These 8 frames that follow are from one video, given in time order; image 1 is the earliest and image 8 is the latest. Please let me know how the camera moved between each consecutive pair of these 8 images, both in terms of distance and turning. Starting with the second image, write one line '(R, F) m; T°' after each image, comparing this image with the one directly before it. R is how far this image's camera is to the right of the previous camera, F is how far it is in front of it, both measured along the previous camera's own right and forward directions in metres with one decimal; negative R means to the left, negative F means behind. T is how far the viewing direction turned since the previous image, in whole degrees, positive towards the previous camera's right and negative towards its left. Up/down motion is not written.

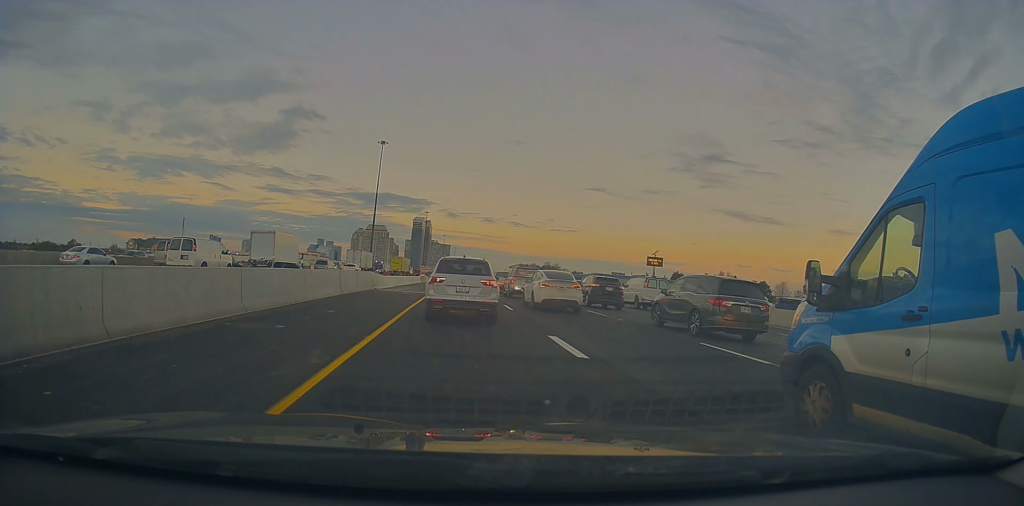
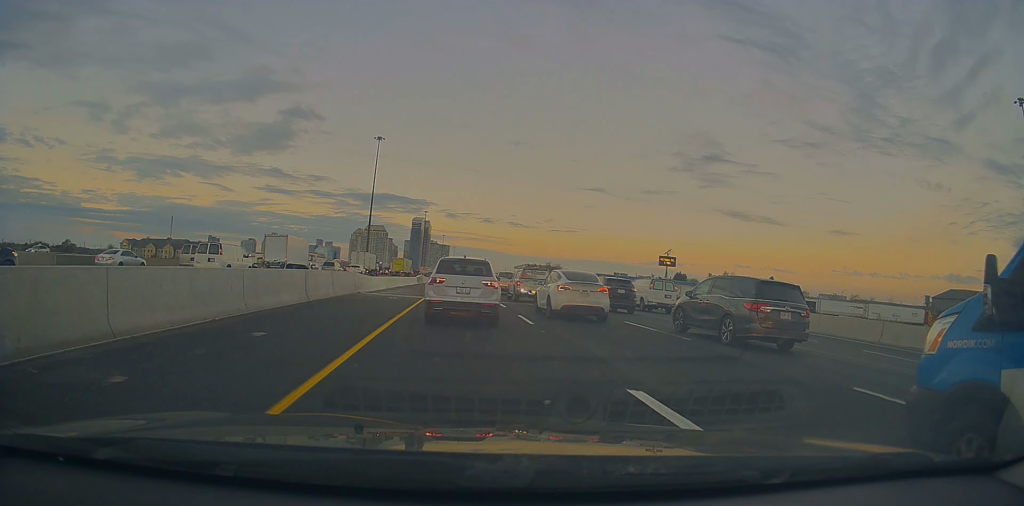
(0.0, +5.9) m; +2°
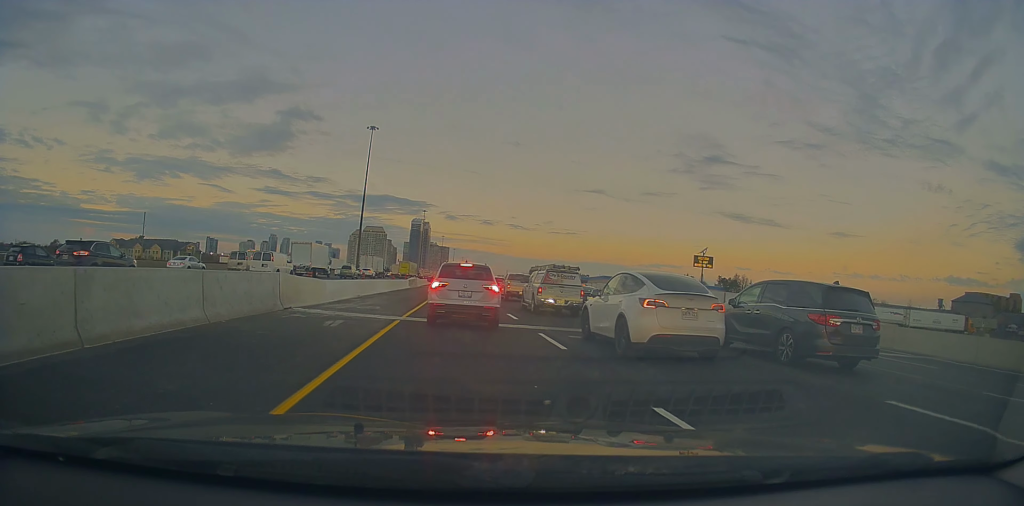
(+0.4, +13.0) m; 0°
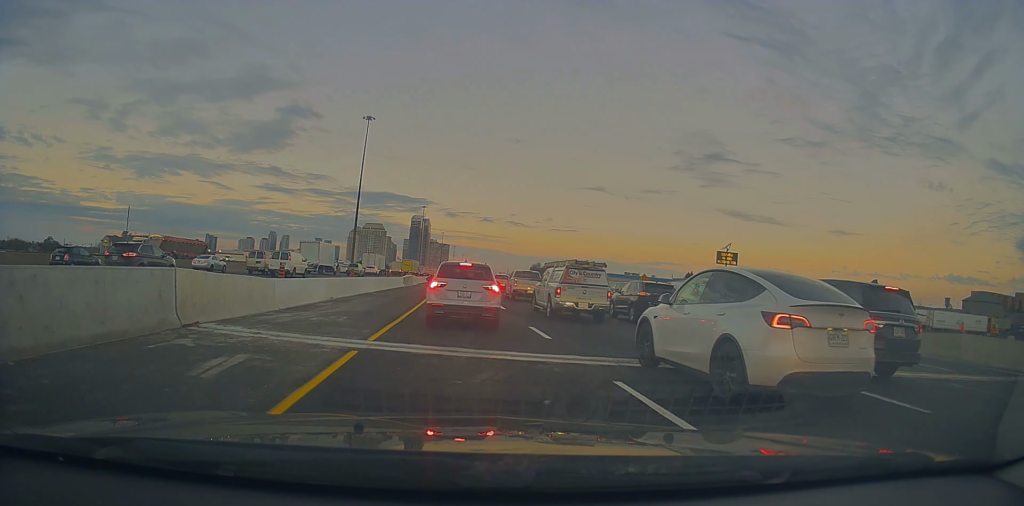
(-0.2, +6.6) m; +1°
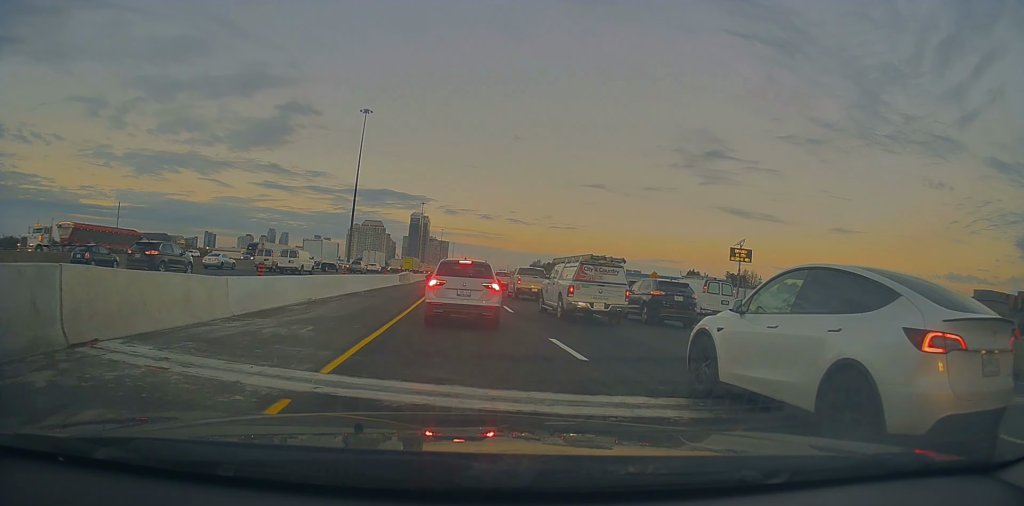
(+0.2, +3.6) m; +3°
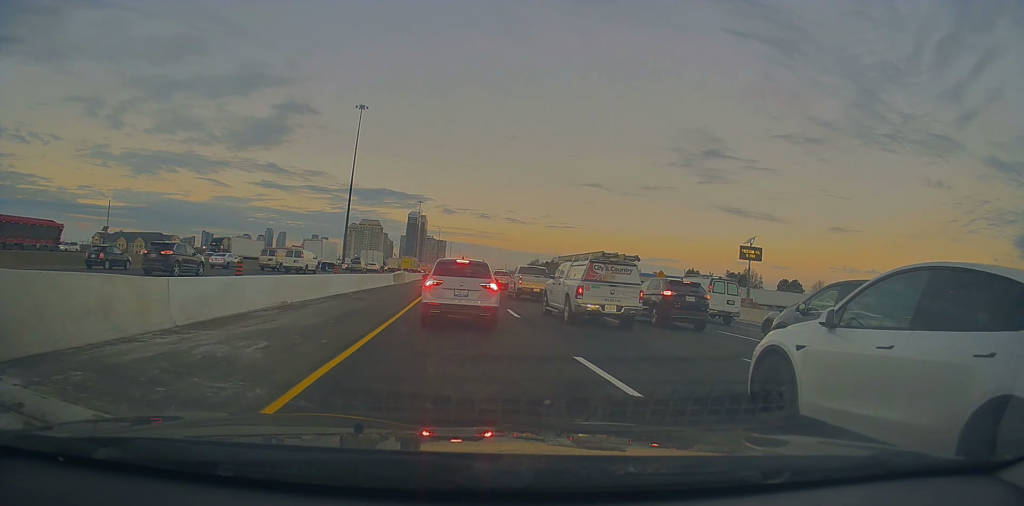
(0.0, +2.8) m; -1°
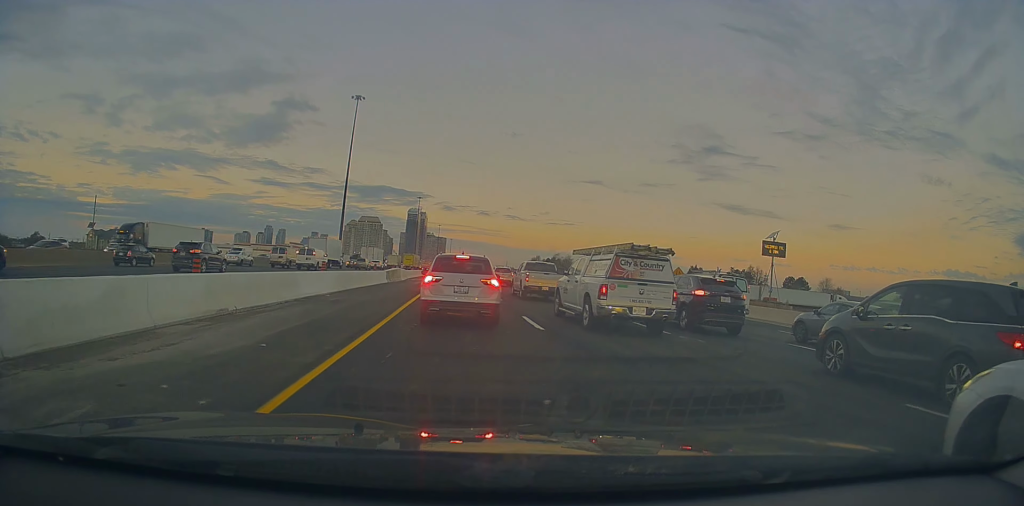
(0.0, +4.9) m; -1°
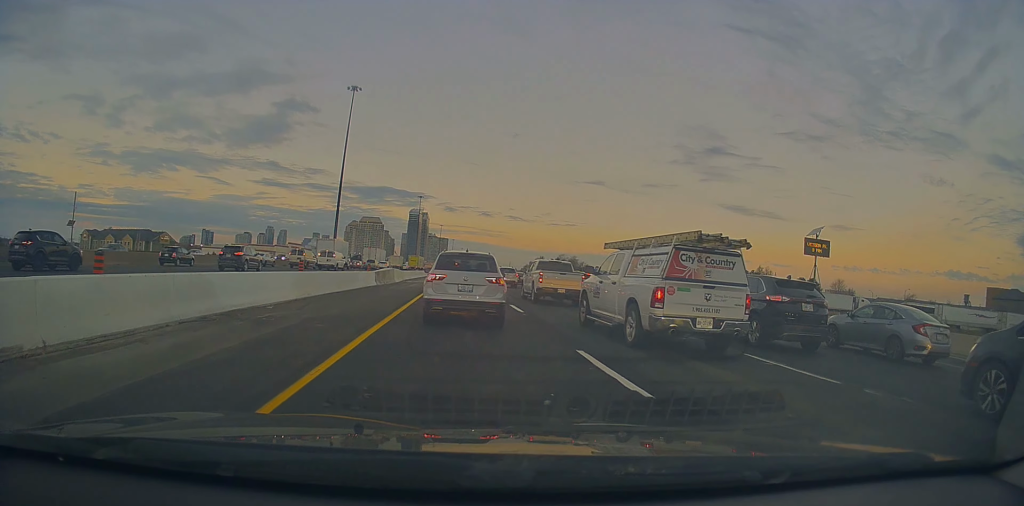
(-0.2, +7.2) m; 0°
